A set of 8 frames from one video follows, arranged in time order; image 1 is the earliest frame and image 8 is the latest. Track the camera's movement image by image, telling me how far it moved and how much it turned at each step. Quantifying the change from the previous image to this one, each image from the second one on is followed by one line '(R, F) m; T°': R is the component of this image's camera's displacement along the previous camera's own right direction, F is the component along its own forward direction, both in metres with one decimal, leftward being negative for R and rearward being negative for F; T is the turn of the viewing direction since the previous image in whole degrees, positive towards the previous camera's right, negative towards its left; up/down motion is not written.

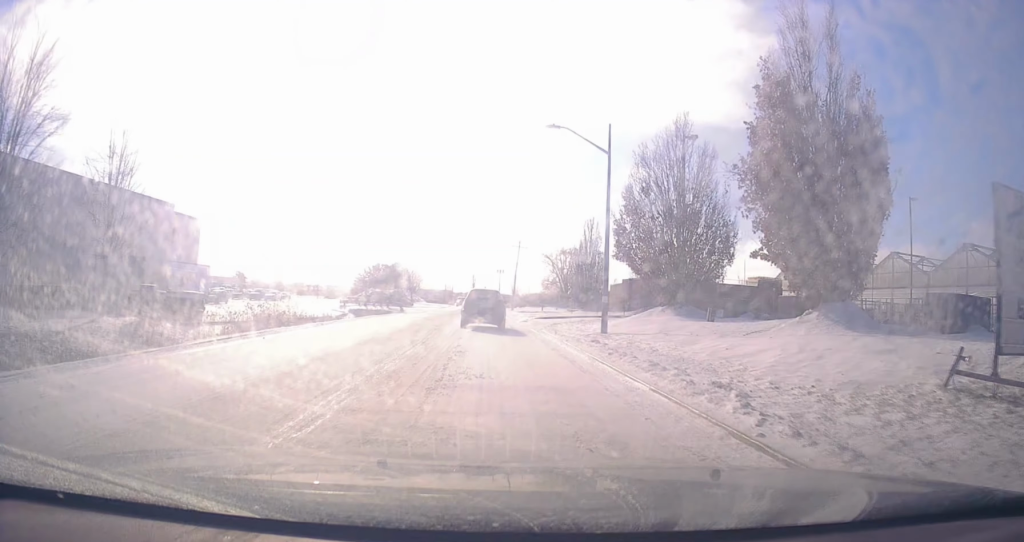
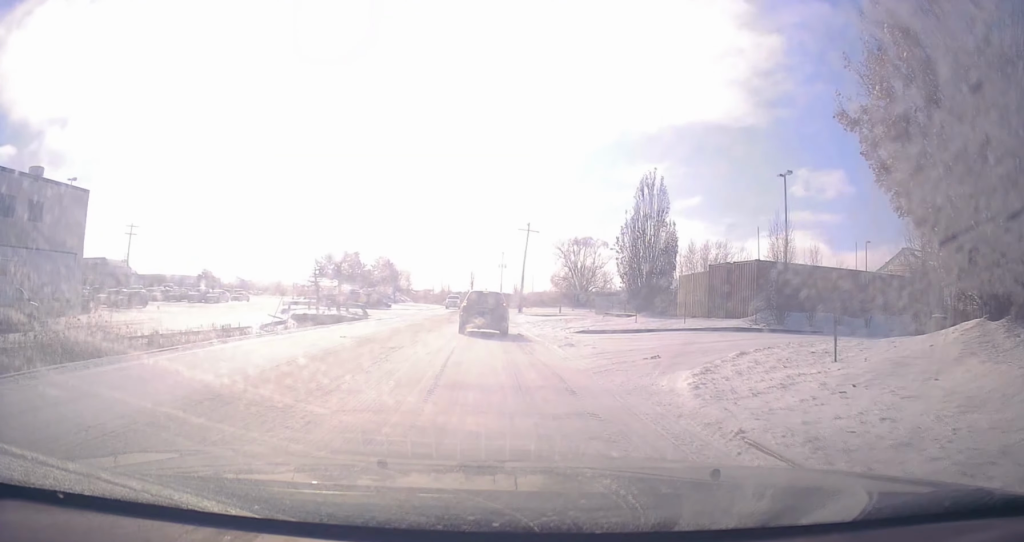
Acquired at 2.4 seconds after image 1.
(-1.0, +19.6) m; 0°
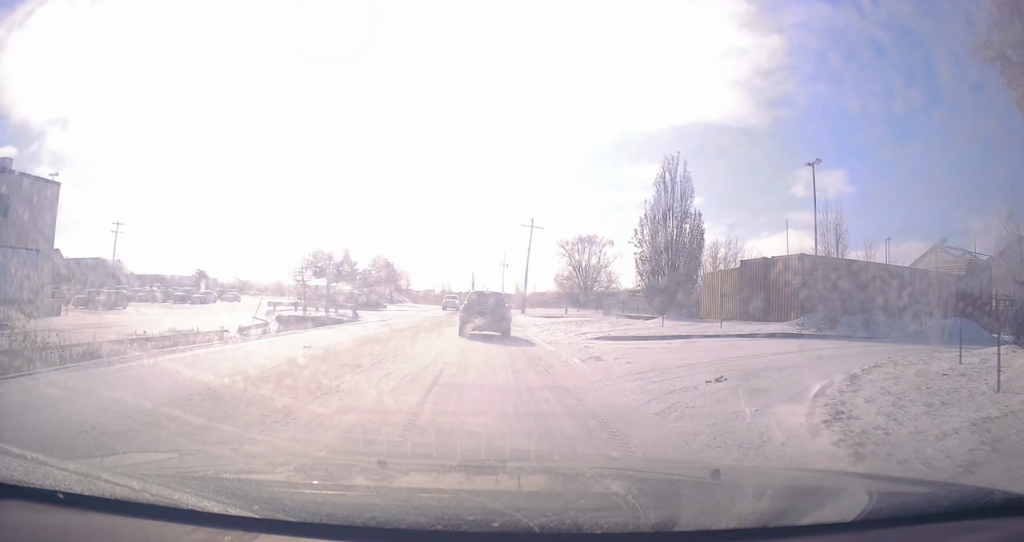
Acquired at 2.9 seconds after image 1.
(+0.1, +3.9) m; +1°
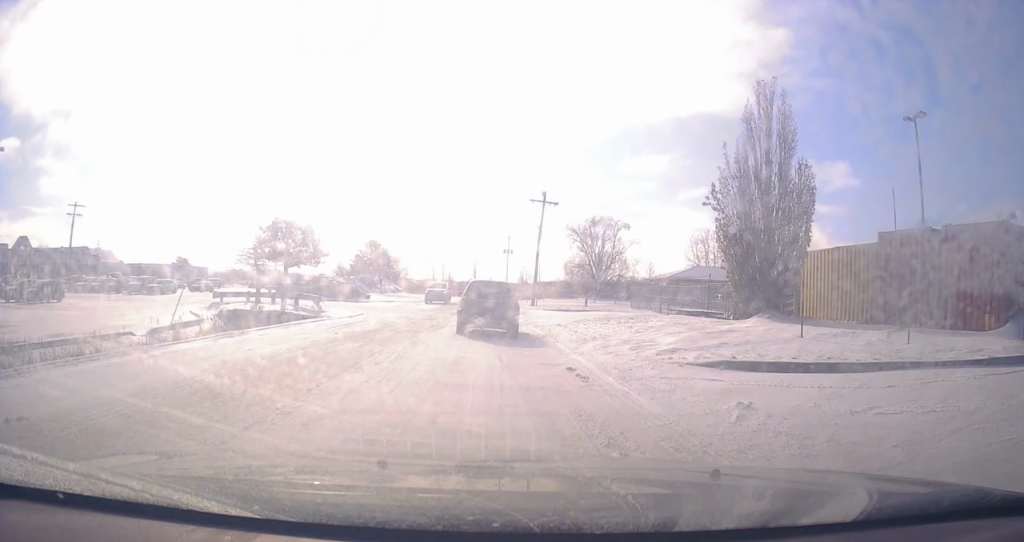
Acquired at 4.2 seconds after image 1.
(-0.3, +10.3) m; -2°
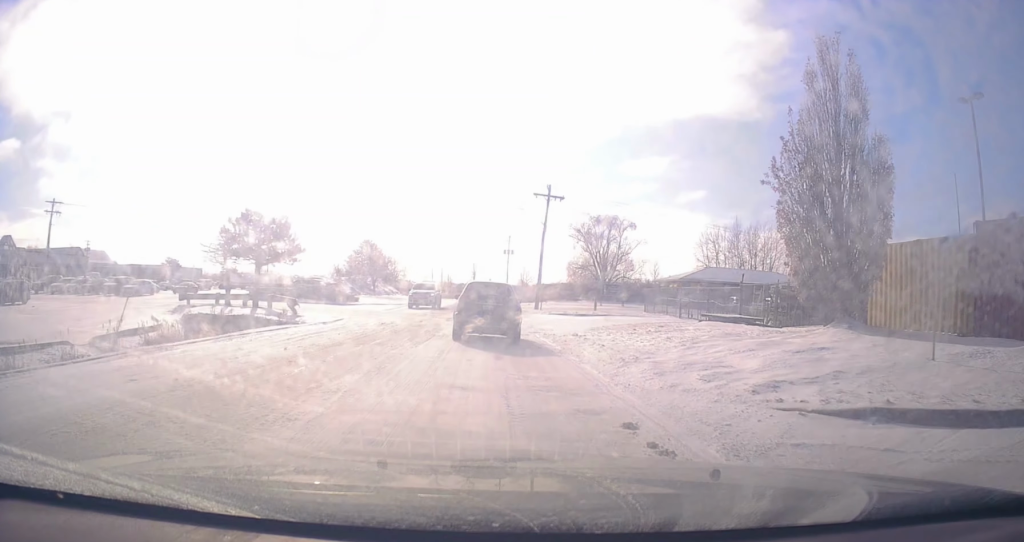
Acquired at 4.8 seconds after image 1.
(-0.1, +4.8) m; 0°
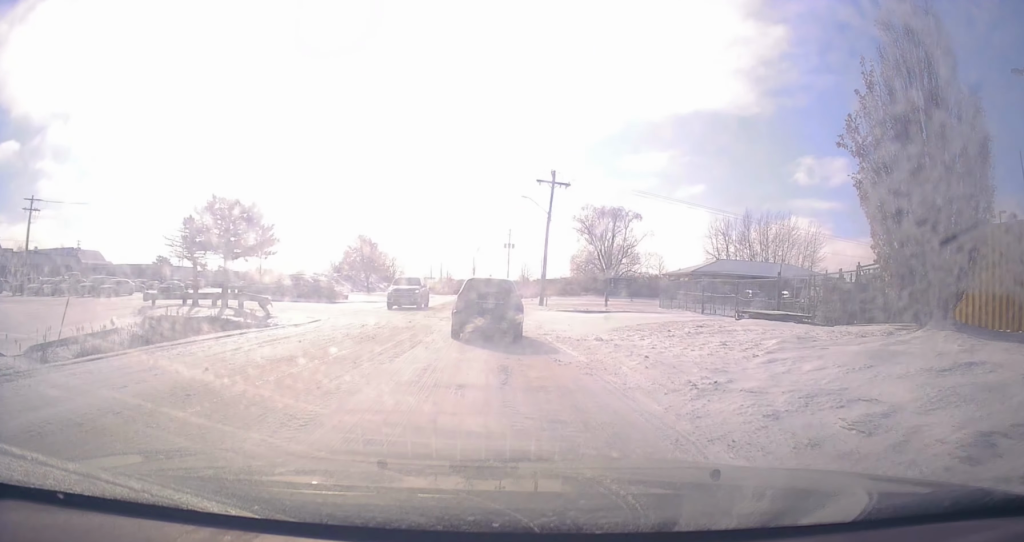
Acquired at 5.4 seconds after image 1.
(+0.1, +4.3) m; +1°
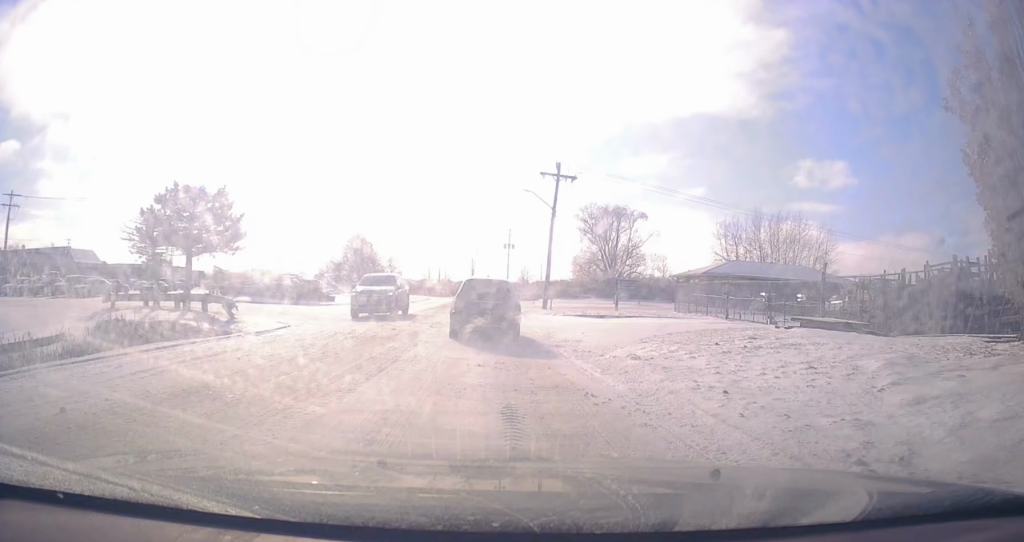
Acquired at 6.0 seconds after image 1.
(0.0, +4.4) m; 0°
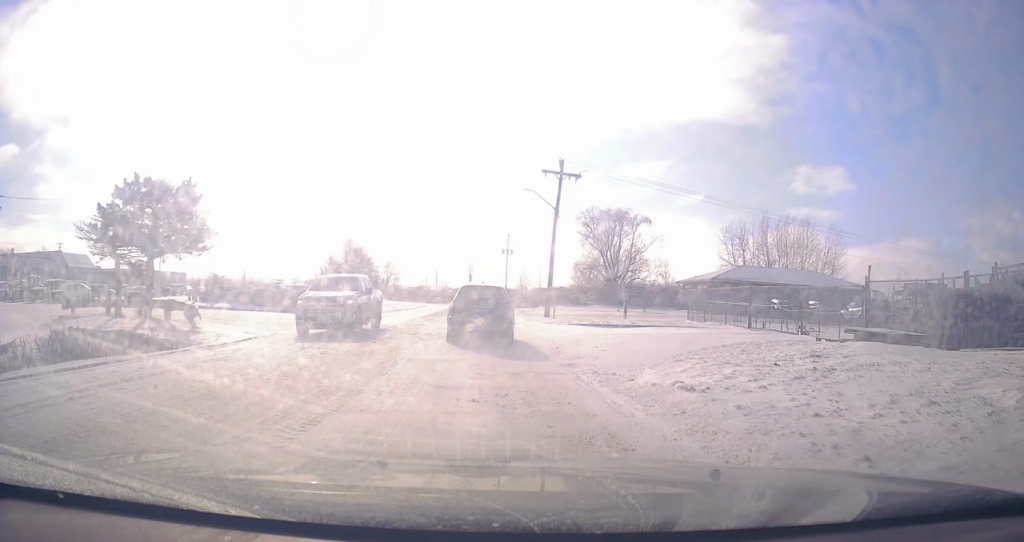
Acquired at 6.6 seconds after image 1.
(+0.1, +3.4) m; -2°
